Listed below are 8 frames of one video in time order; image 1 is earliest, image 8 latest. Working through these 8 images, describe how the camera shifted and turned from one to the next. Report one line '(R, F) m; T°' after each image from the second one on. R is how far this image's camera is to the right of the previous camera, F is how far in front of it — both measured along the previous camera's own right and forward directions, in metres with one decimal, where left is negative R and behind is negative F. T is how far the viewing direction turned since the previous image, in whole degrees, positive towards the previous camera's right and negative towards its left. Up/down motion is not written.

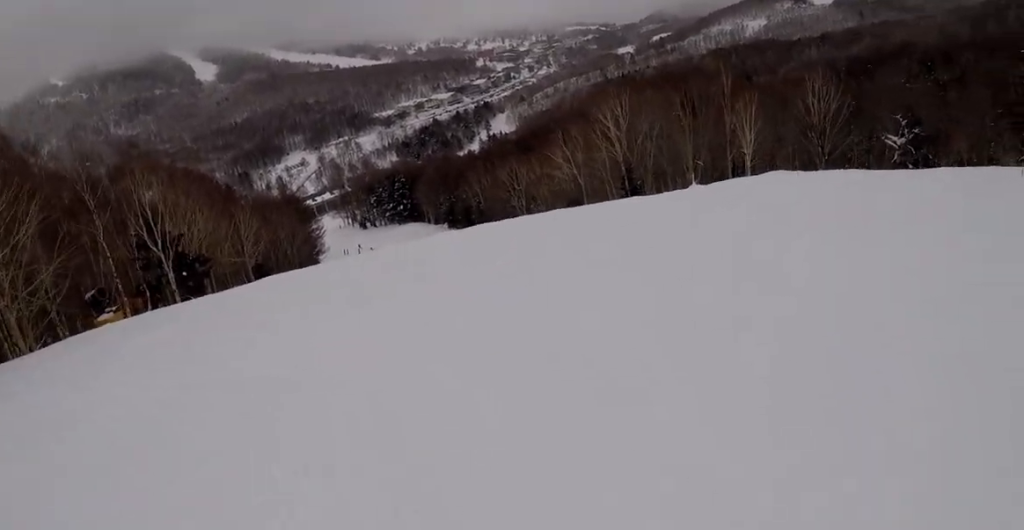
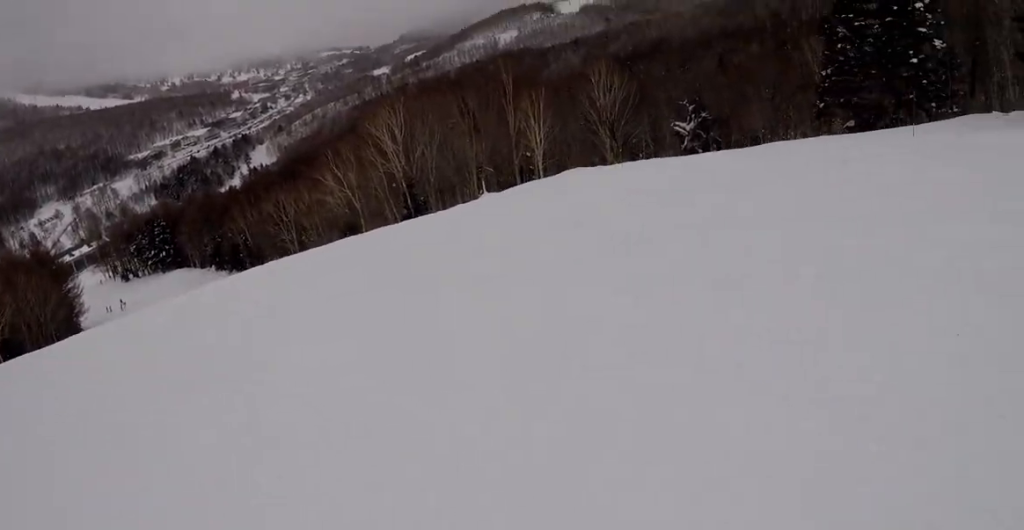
(+1.2, +6.4) m; +13°
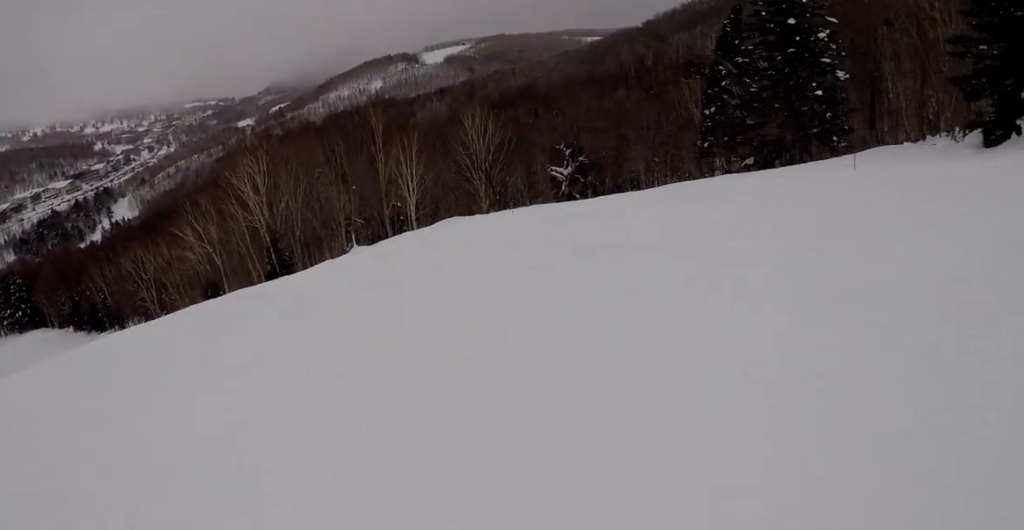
(+1.2, +3.8) m; 0°
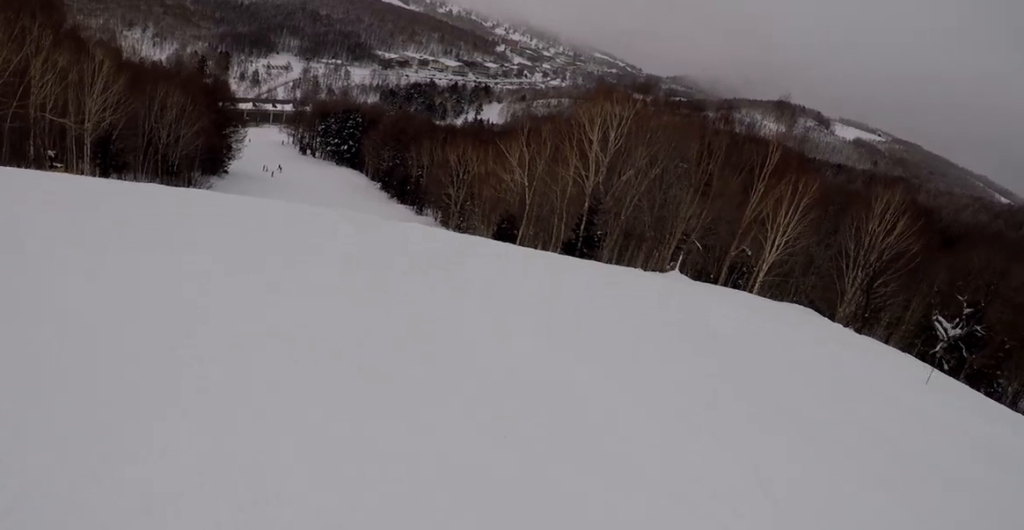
(-3.5, +10.6) m; -31°
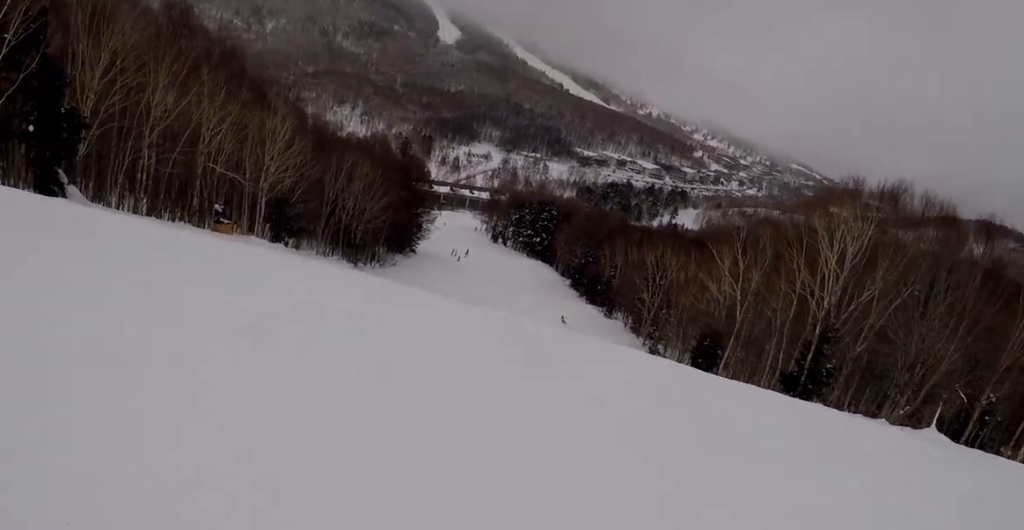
(-0.9, +7.2) m; -4°
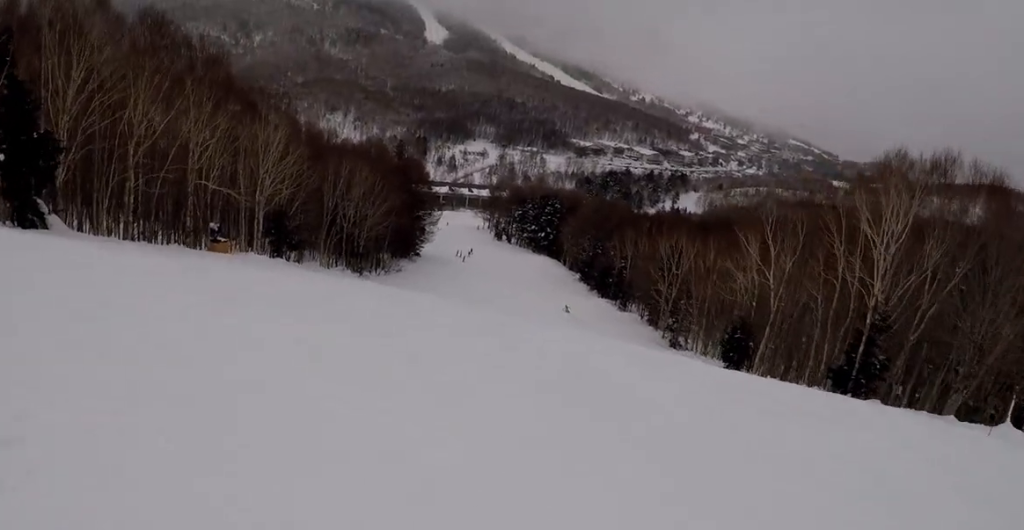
(-0.2, +3.2) m; +5°
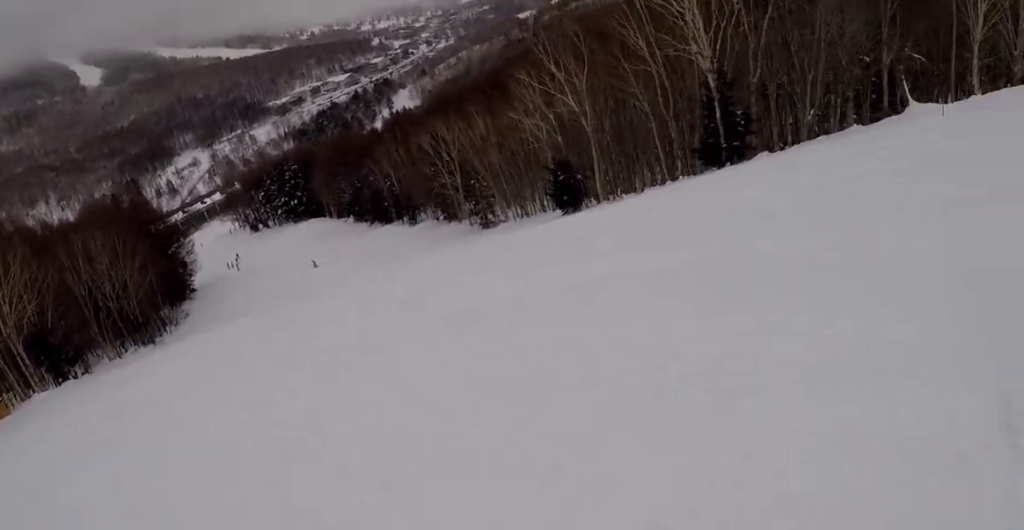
(+1.0, +6.5) m; +20°
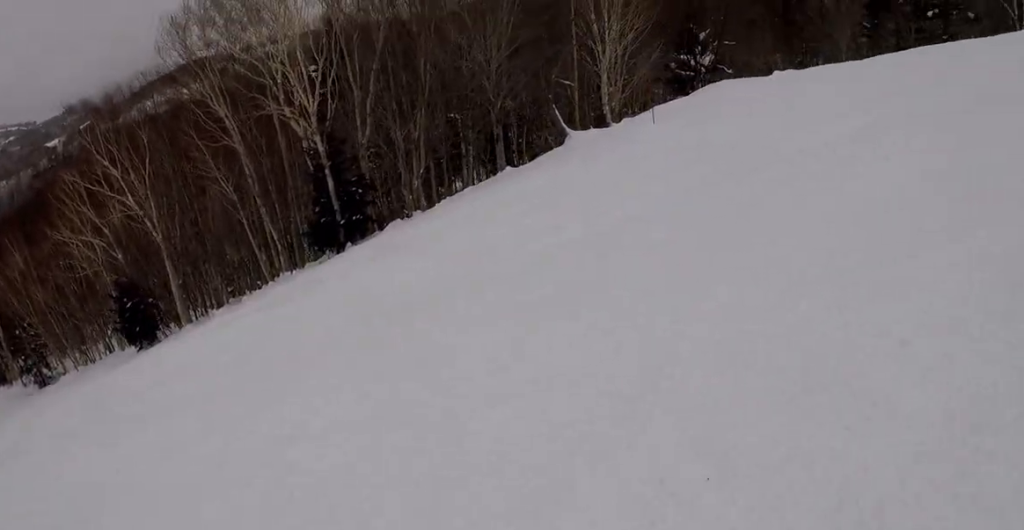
(+1.8, +6.2) m; +34°
